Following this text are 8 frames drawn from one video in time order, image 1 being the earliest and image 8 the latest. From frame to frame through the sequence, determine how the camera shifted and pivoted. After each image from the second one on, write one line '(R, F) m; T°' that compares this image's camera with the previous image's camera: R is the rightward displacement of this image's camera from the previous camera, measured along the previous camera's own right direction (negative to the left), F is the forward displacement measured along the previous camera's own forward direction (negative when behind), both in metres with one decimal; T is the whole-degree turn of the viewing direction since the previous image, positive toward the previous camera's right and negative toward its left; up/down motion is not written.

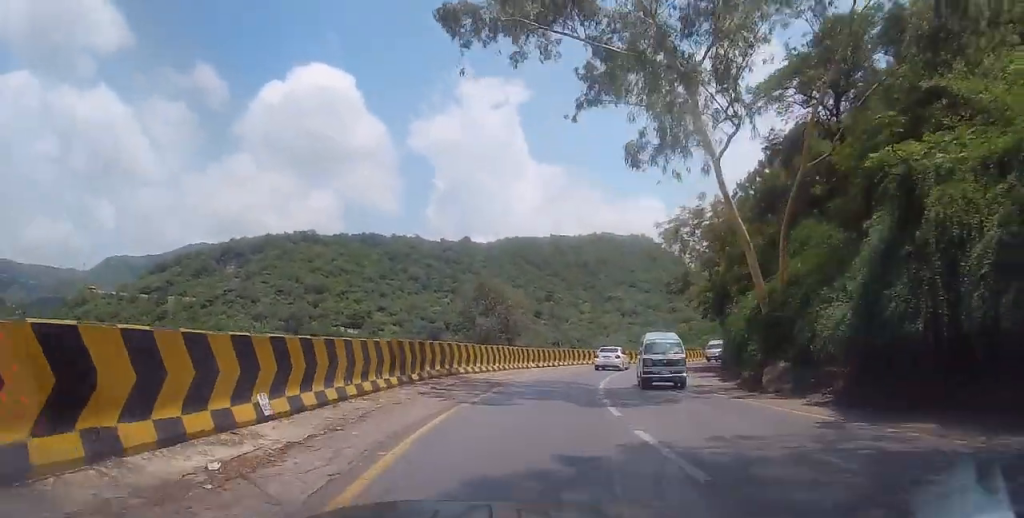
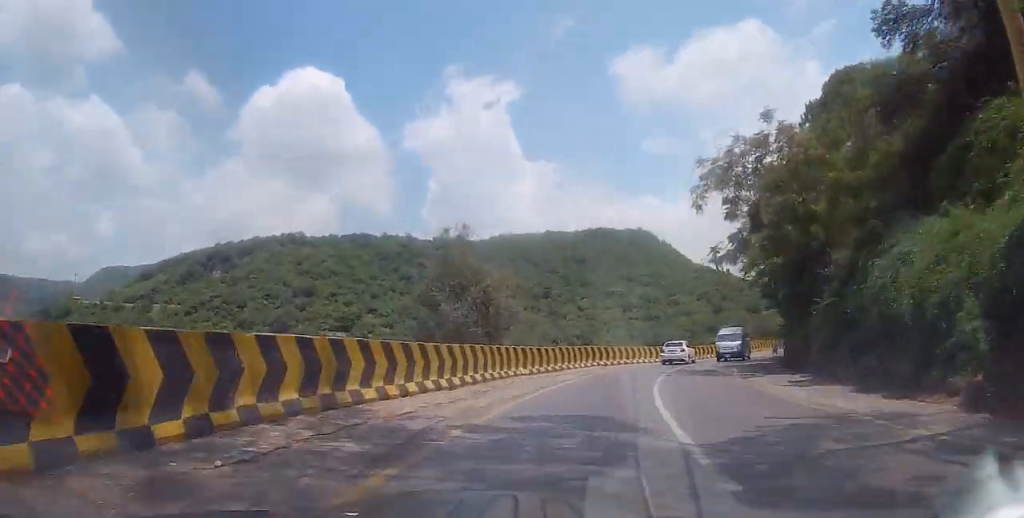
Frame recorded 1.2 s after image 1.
(+0.2, +12.7) m; +2°
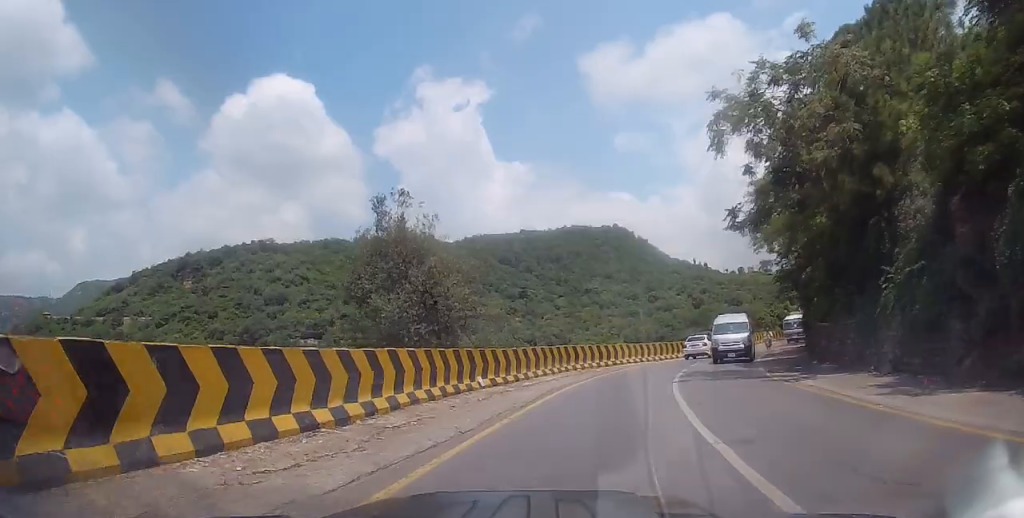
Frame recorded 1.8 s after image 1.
(+0.1, +7.3) m; +2°
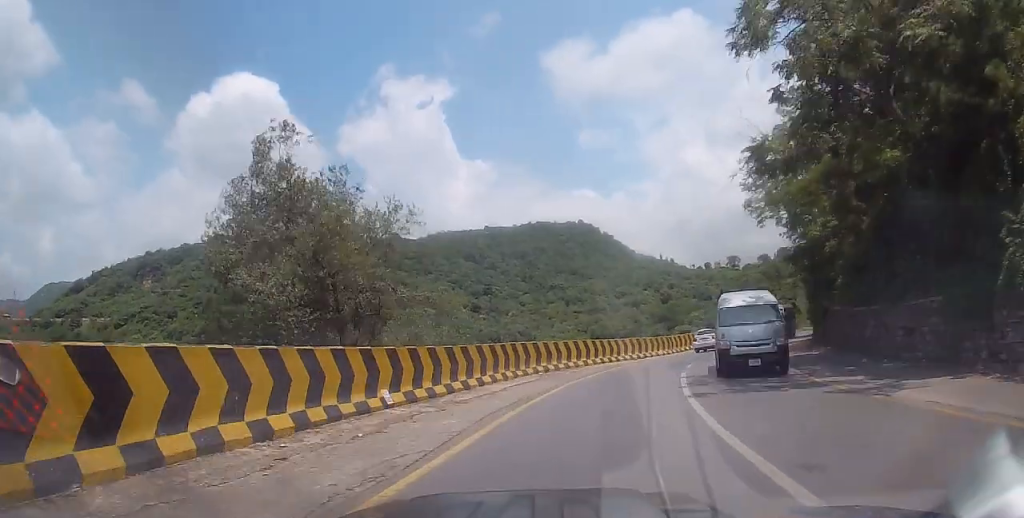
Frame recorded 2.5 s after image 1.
(-0.1, +6.9) m; +2°
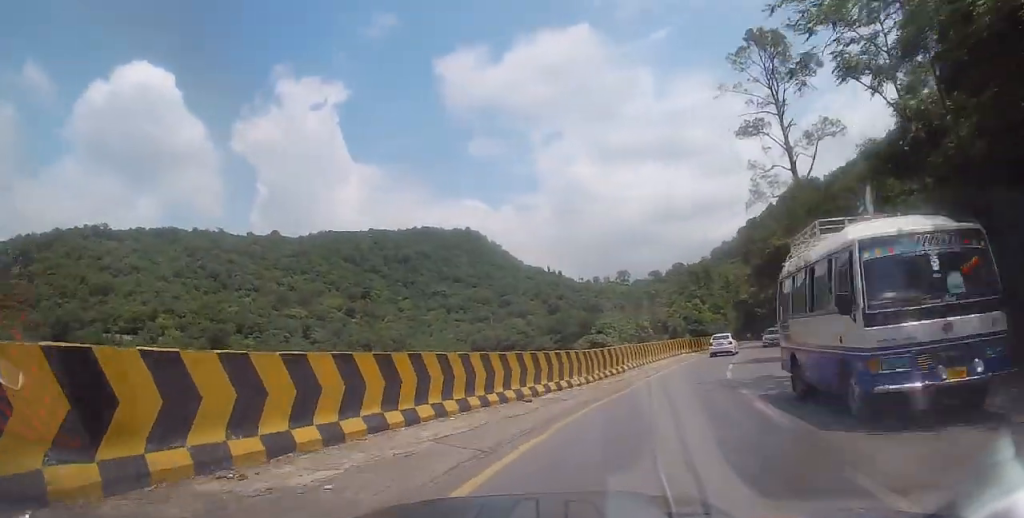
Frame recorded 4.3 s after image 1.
(+1.3, +20.2) m; +9°
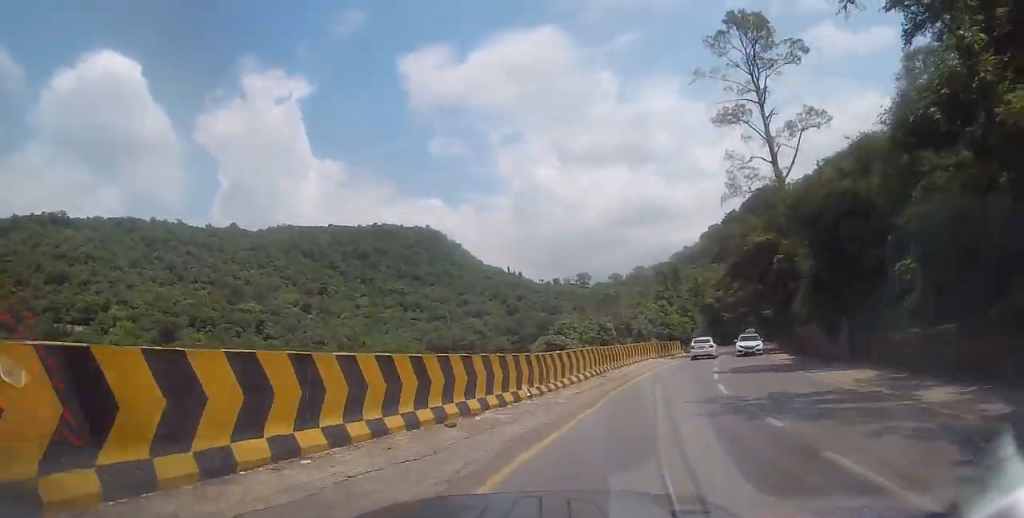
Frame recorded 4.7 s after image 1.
(+0.3, +4.9) m; +4°
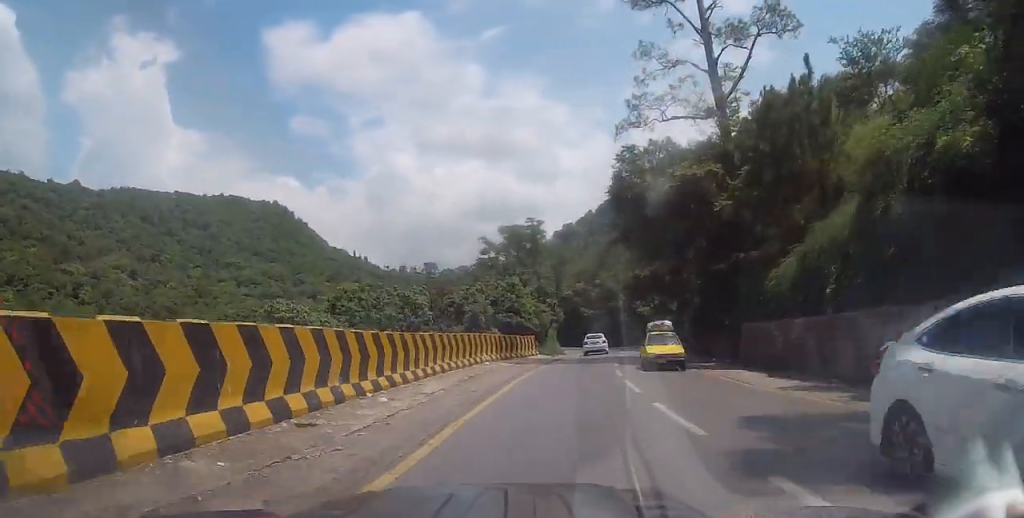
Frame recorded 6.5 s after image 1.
(+2.8, +19.4) m; +12°
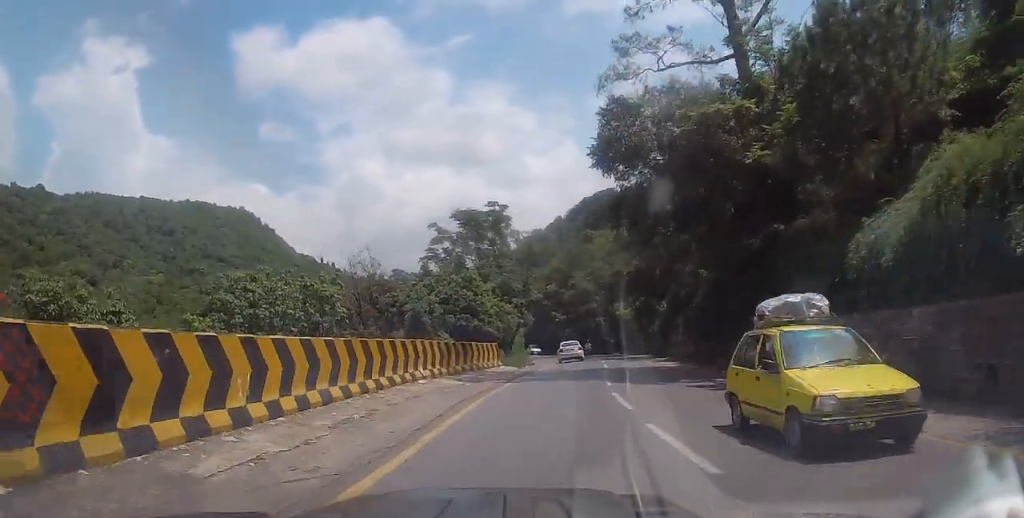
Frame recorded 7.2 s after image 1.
(0.0, +8.1) m; +1°
